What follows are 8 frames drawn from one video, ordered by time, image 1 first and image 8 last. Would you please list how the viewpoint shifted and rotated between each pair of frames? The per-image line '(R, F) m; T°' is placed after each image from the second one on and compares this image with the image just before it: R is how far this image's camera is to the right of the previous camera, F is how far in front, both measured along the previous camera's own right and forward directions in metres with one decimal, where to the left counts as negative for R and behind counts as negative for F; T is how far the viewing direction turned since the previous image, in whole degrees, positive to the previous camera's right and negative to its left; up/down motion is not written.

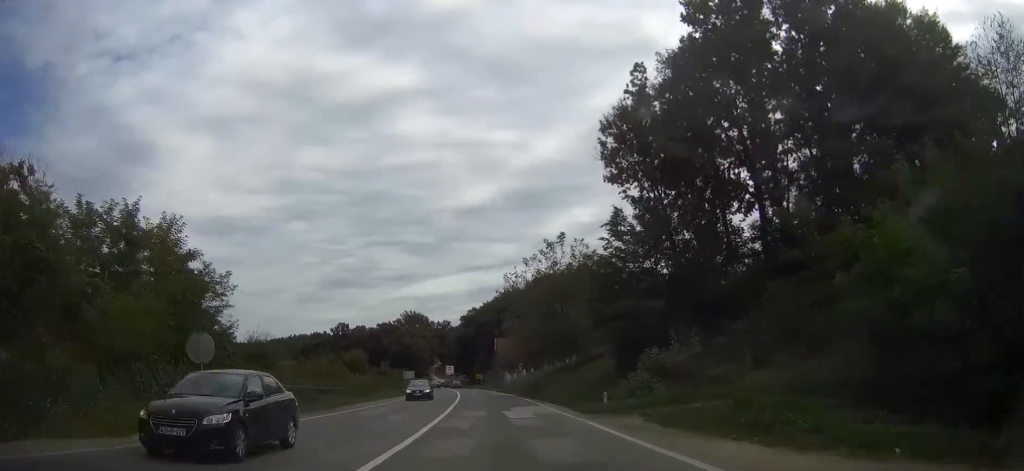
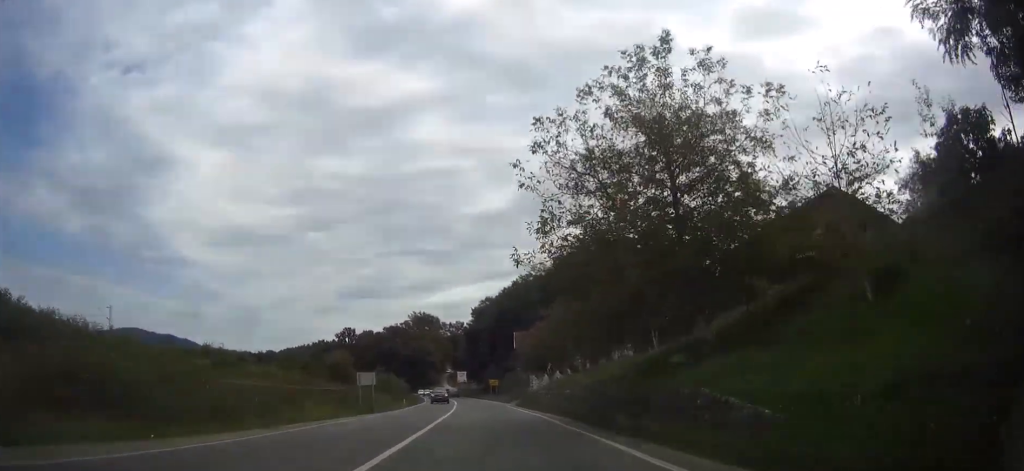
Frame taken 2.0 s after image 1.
(-0.5, +31.9) m; -2°
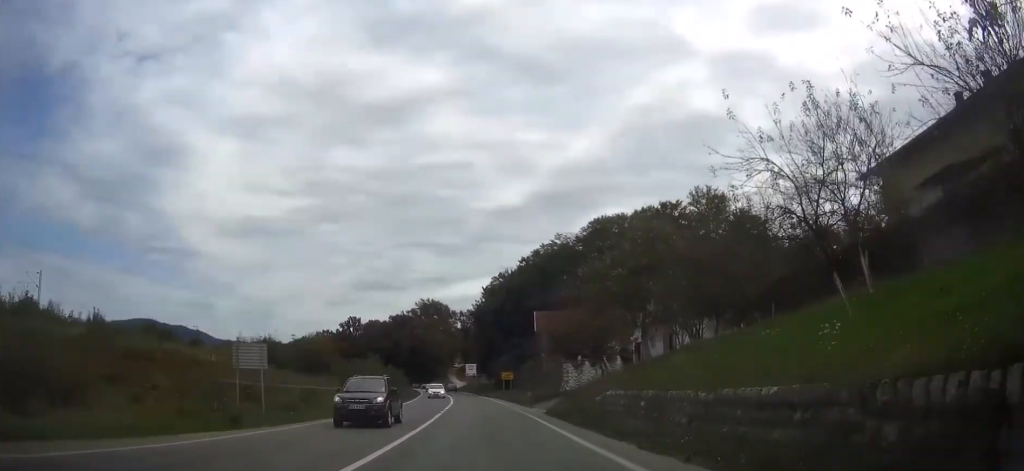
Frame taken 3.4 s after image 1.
(-0.3, +22.8) m; -1°
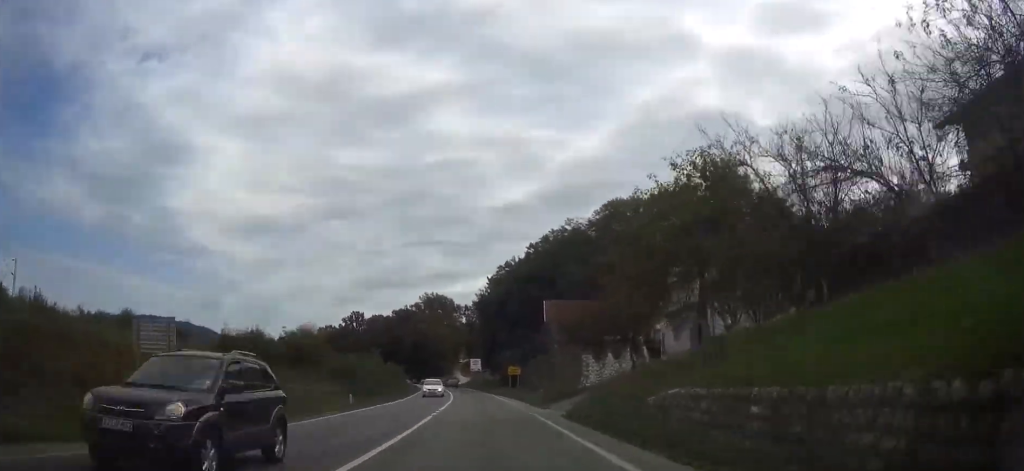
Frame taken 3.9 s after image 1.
(0.0, +7.0) m; 0°
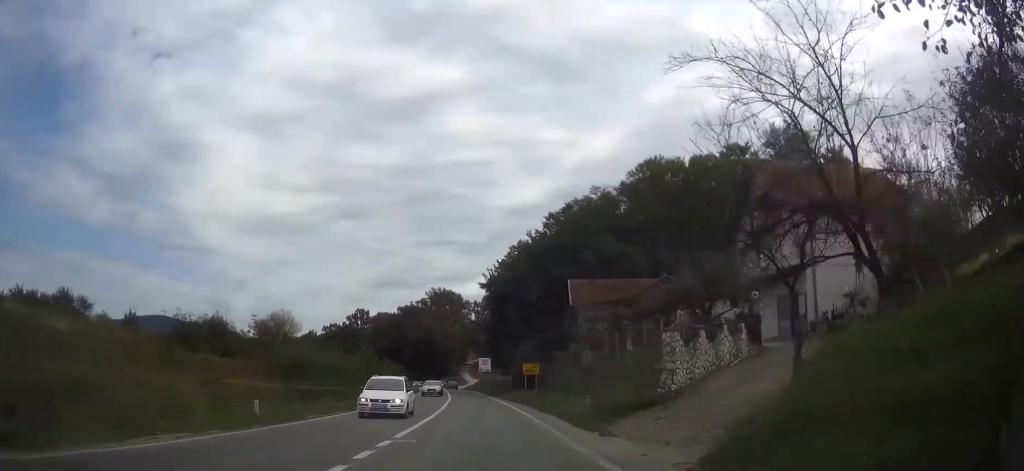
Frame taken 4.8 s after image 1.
(-0.1, +15.7) m; -1°
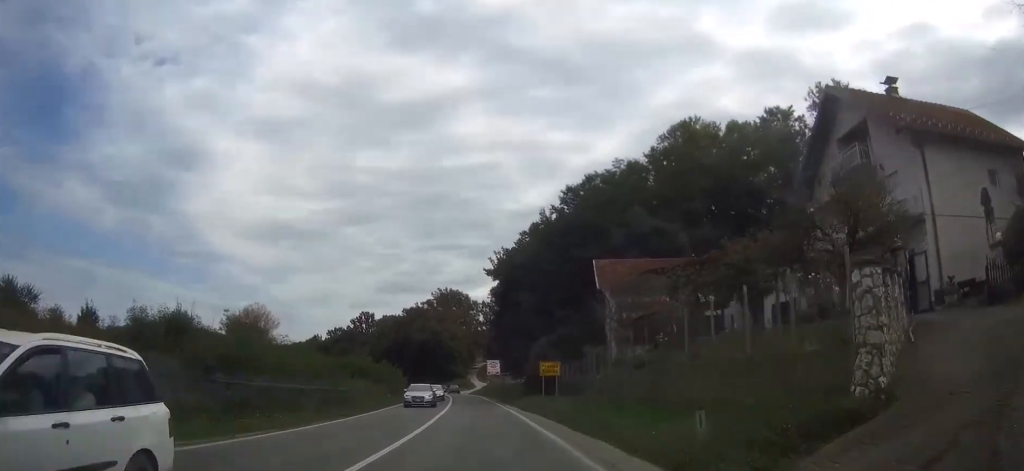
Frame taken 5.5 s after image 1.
(0.0, +10.8) m; -1°
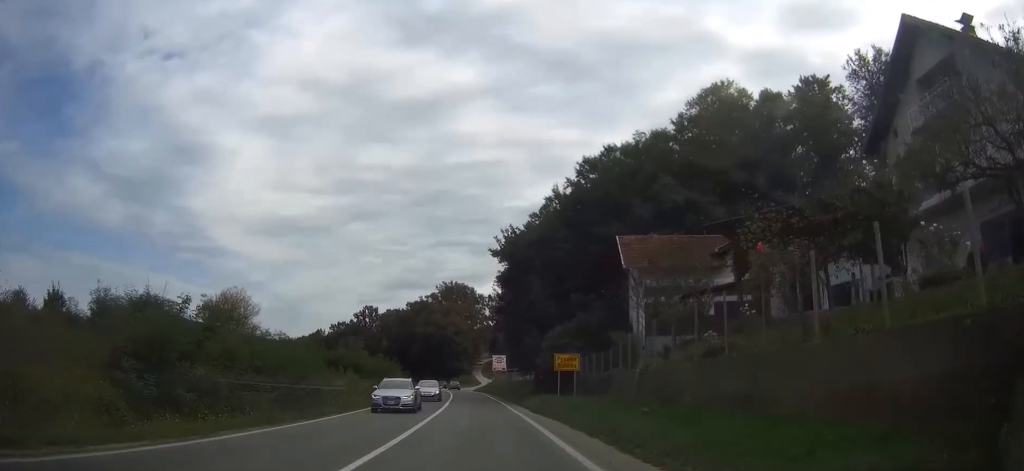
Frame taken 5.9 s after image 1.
(-0.1, +7.0) m; -1°
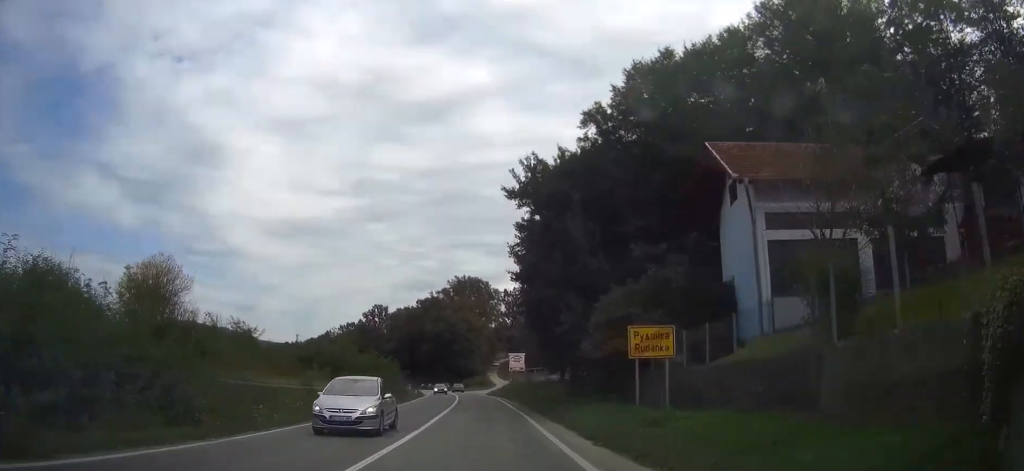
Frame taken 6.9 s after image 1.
(-0.2, +16.1) m; -1°
